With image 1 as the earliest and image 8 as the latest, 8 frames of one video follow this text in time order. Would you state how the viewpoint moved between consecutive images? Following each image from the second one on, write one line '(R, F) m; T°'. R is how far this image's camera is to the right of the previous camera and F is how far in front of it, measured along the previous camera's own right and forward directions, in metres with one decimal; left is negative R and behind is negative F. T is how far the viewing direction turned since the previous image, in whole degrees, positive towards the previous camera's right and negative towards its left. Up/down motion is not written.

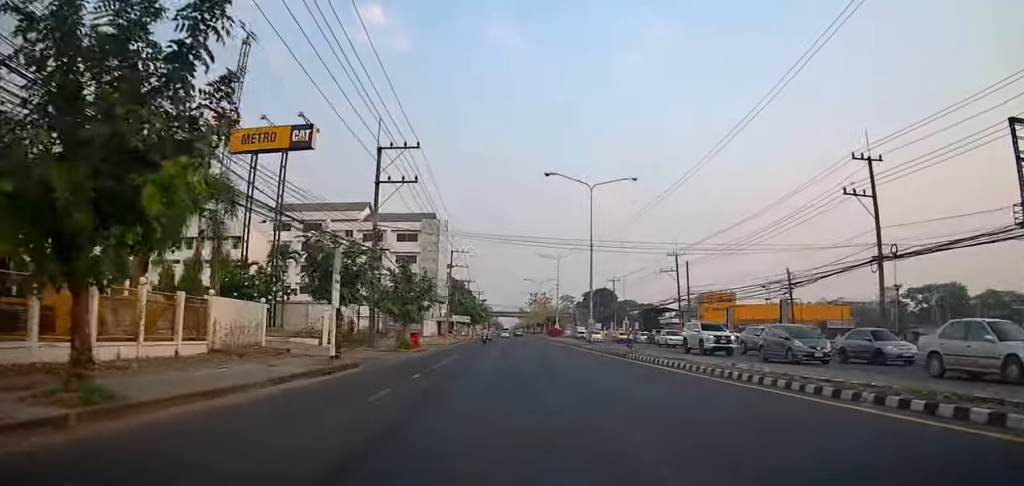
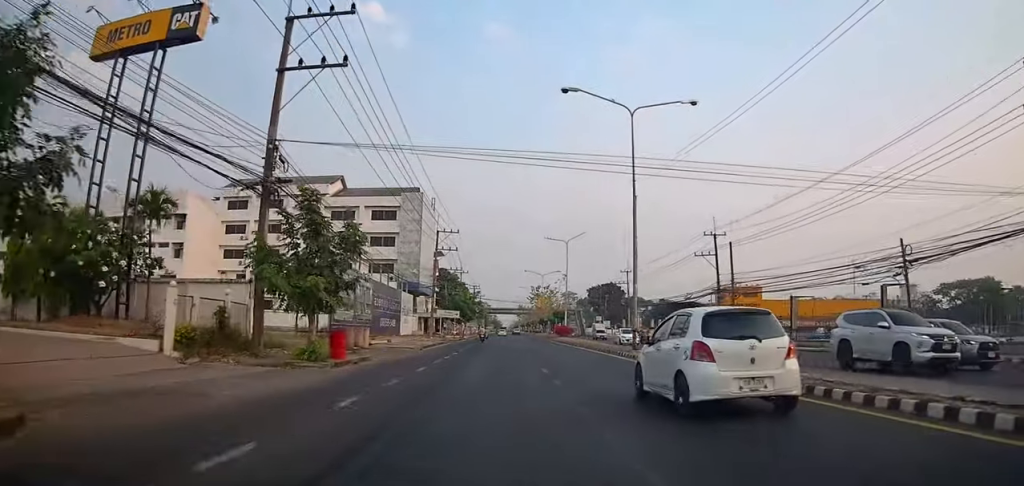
(+0.8, +14.5) m; +3°
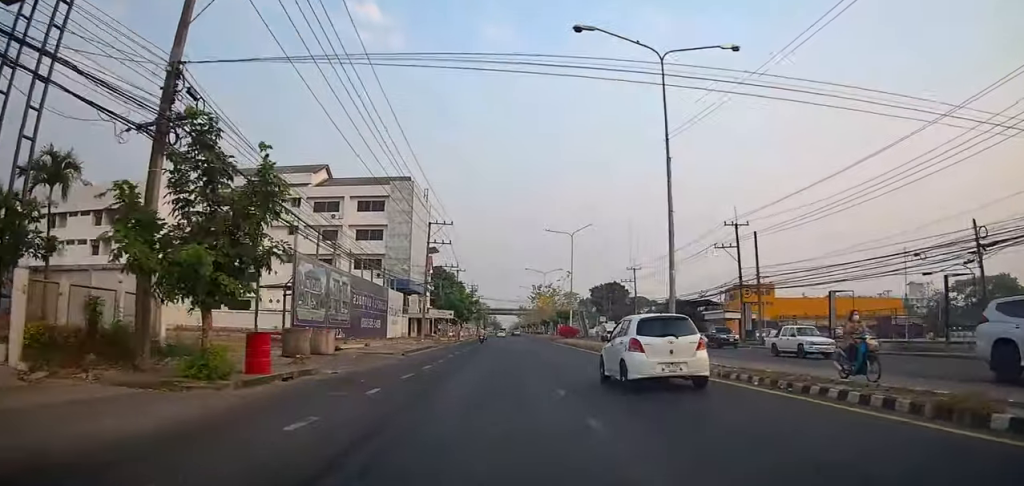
(0.0, +6.0) m; 0°
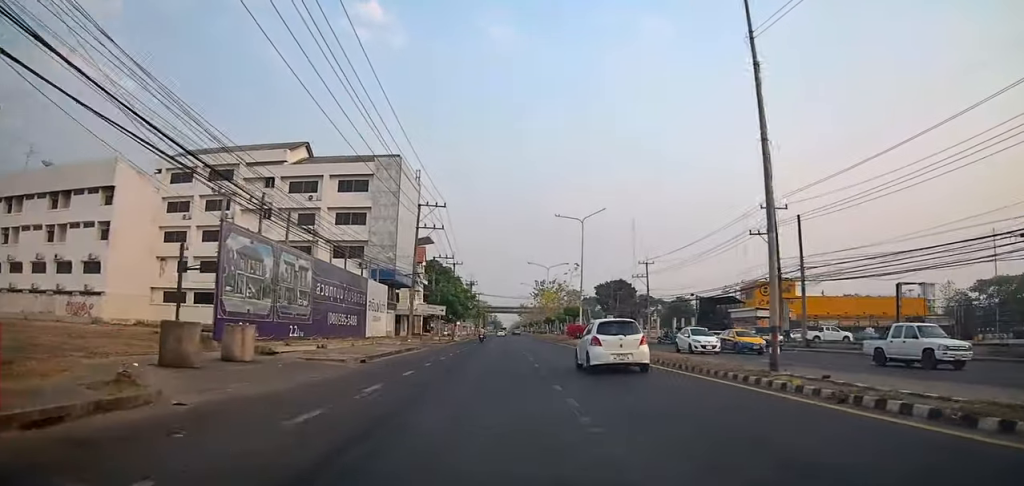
(-0.1, +7.8) m; 0°
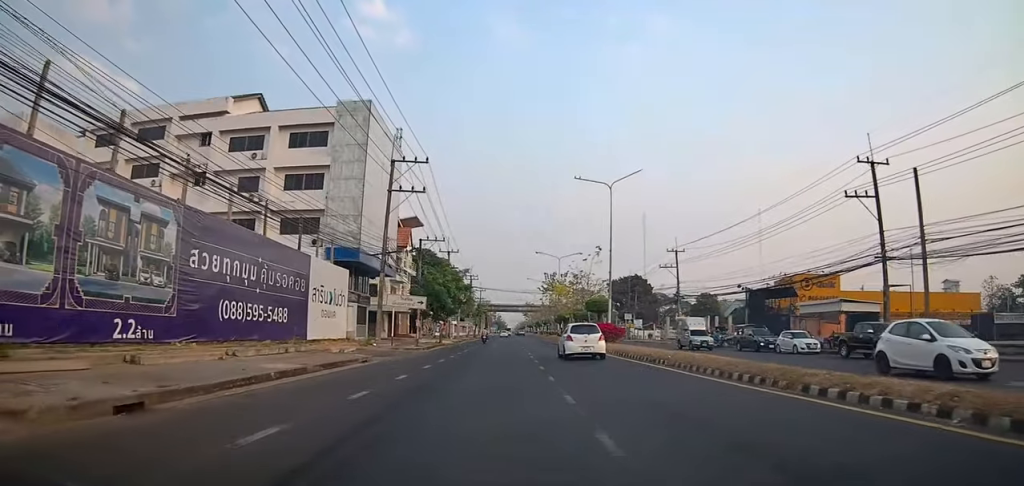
(+0.1, +13.5) m; 0°
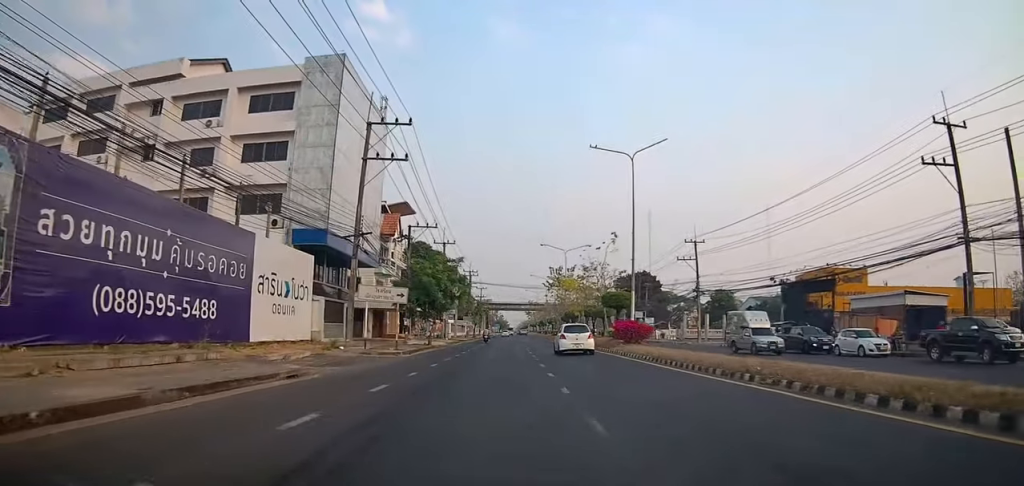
(0.0, +7.1) m; -2°
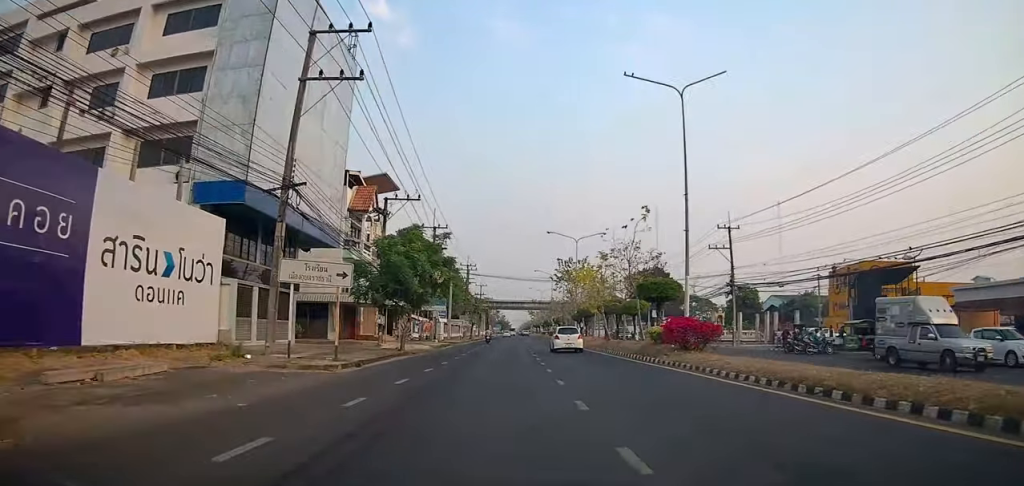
(-0.2, +10.2) m; -2°
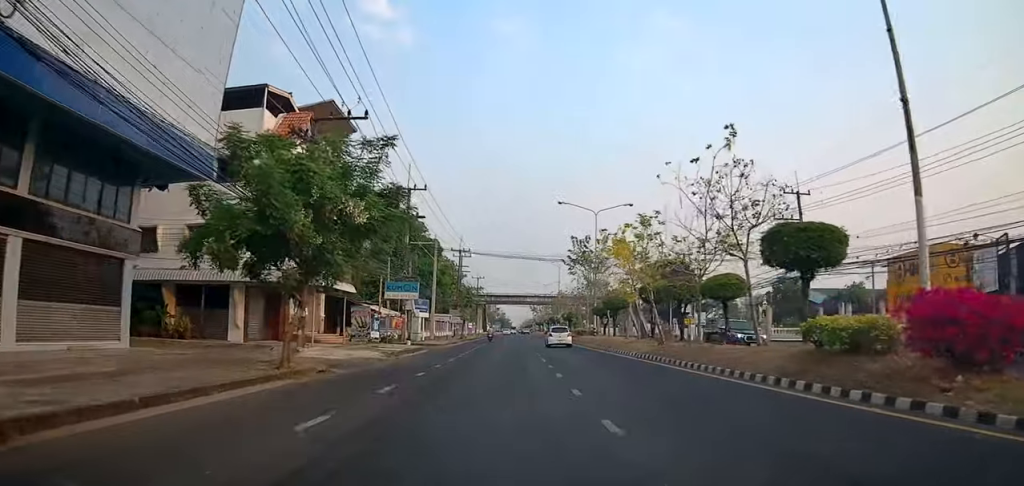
(-0.2, +14.7) m; 0°
